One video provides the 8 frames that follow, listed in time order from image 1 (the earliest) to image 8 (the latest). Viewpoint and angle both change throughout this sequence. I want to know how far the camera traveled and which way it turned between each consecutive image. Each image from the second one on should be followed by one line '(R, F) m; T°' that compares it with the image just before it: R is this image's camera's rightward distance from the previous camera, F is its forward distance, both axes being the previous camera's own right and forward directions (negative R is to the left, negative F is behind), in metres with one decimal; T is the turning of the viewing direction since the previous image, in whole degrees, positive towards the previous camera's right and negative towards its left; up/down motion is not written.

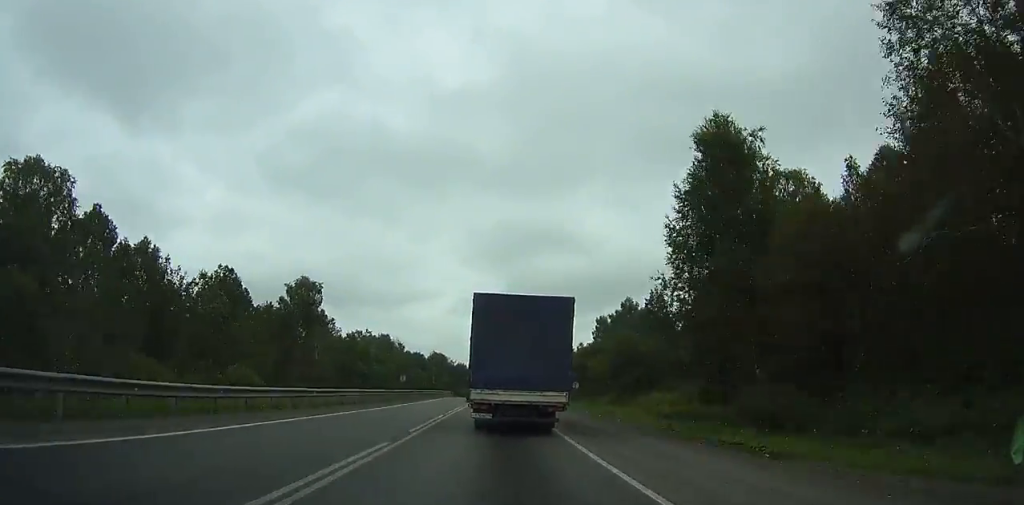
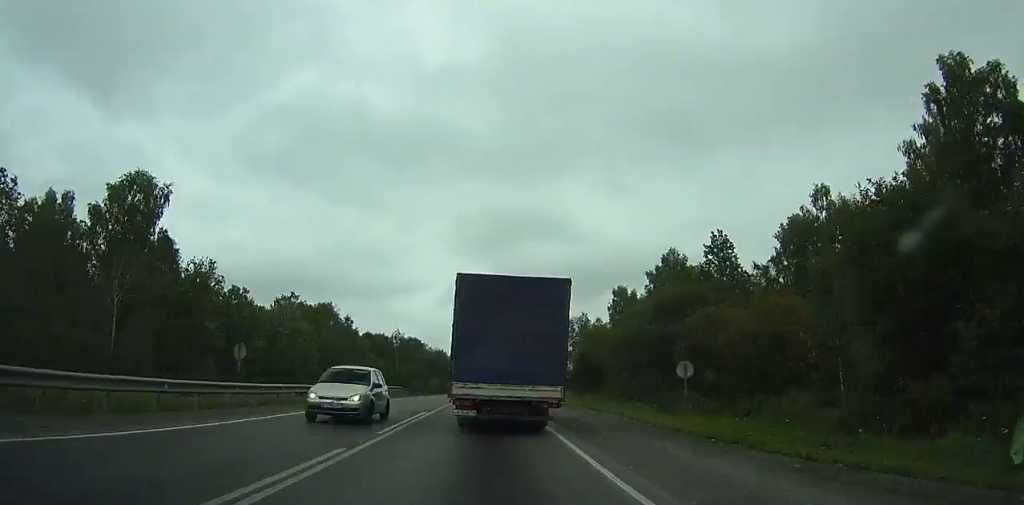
(+1.0, +36.8) m; +1°
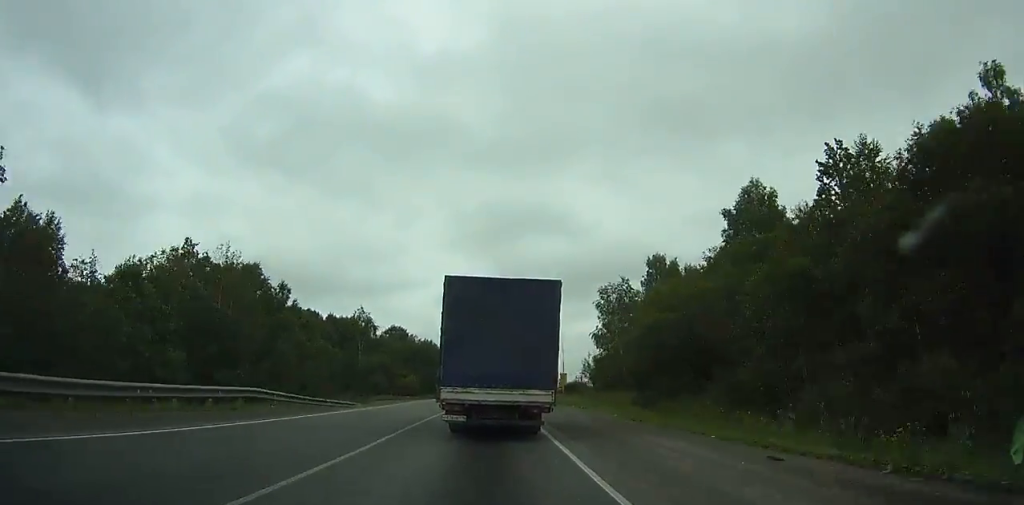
(-0.2, +29.5) m; -1°
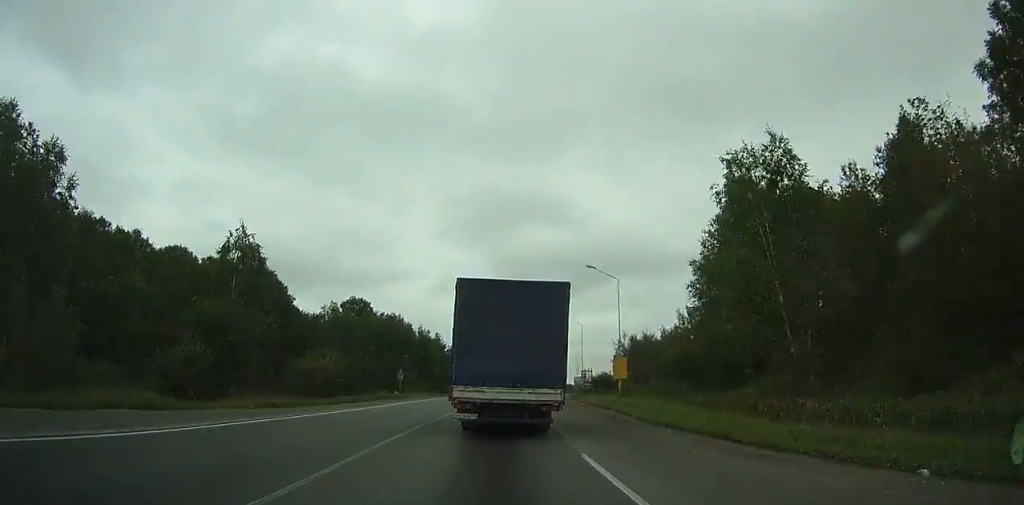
(-0.7, +37.1) m; +1°
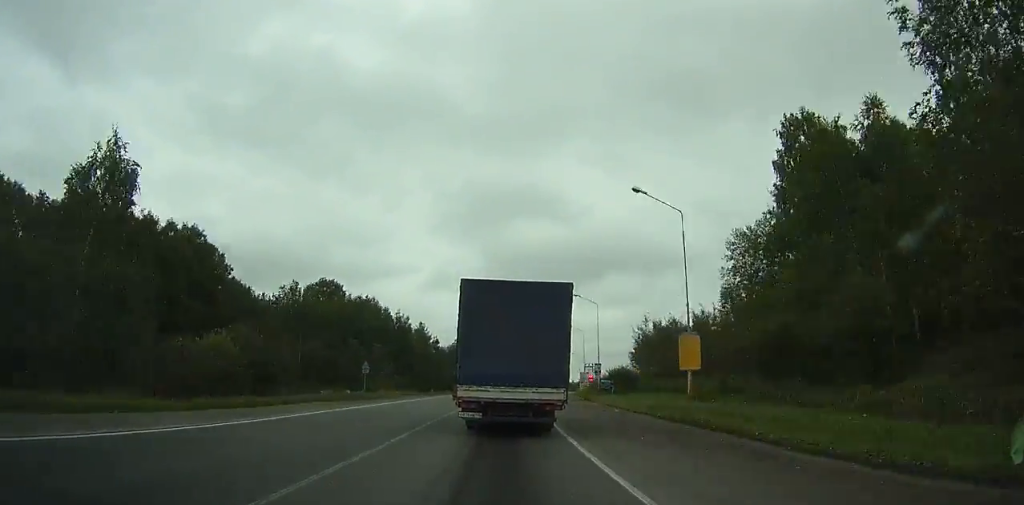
(+0.1, +15.3) m; +1°
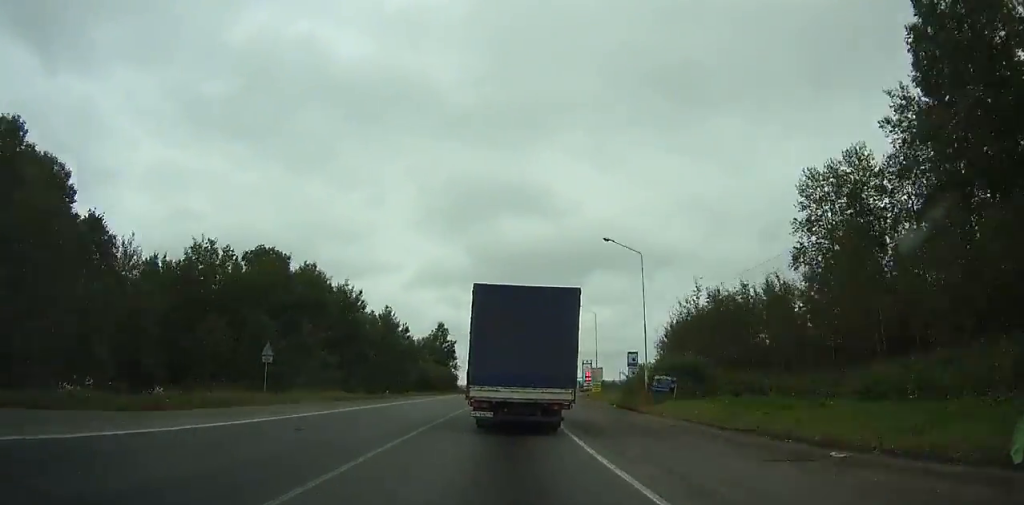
(+0.4, +21.3) m; +1°
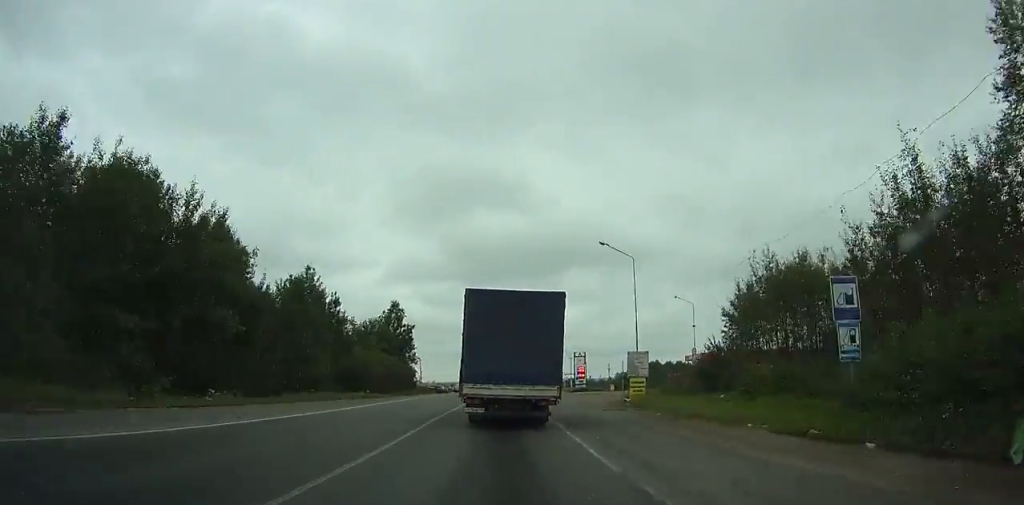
(+0.4, +27.3) m; +2°
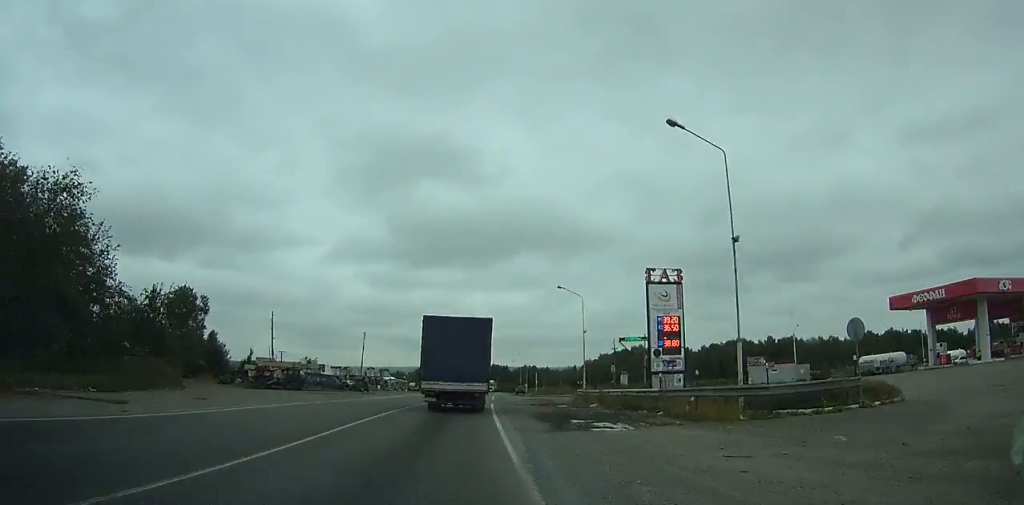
(+3.1, +73.4) m; +5°
